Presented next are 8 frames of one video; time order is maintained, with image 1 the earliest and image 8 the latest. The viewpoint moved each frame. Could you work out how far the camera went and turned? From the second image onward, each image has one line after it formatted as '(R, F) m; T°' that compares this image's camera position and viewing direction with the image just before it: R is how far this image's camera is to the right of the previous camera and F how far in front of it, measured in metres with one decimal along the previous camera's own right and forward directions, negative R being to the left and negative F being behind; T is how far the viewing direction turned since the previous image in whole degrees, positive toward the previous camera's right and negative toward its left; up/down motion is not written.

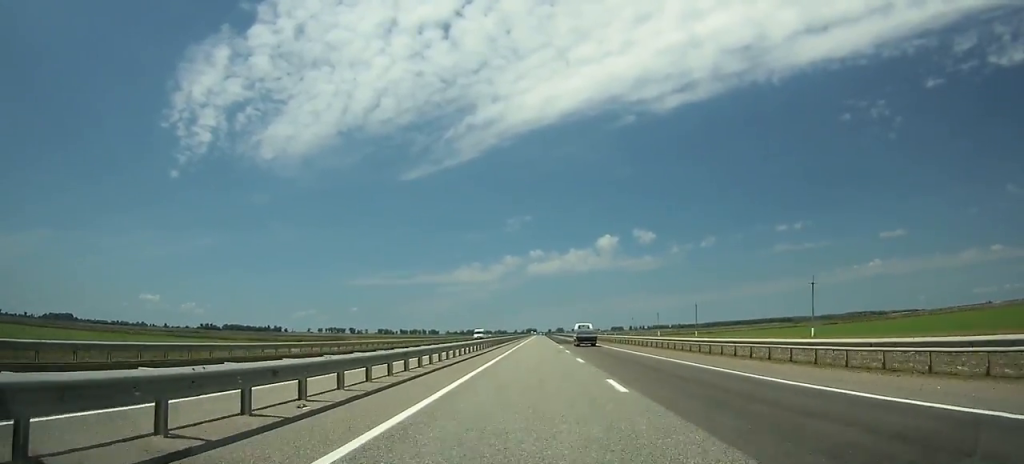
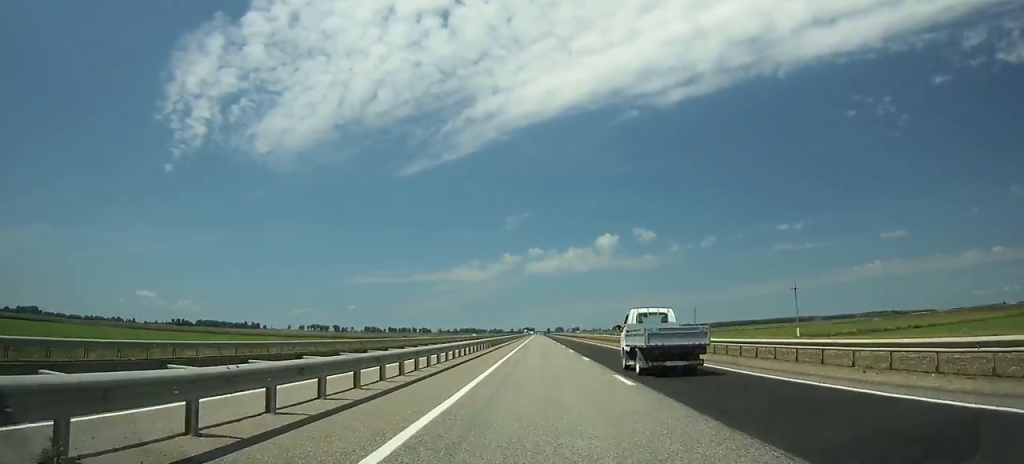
(+0.7, +178.7) m; 0°
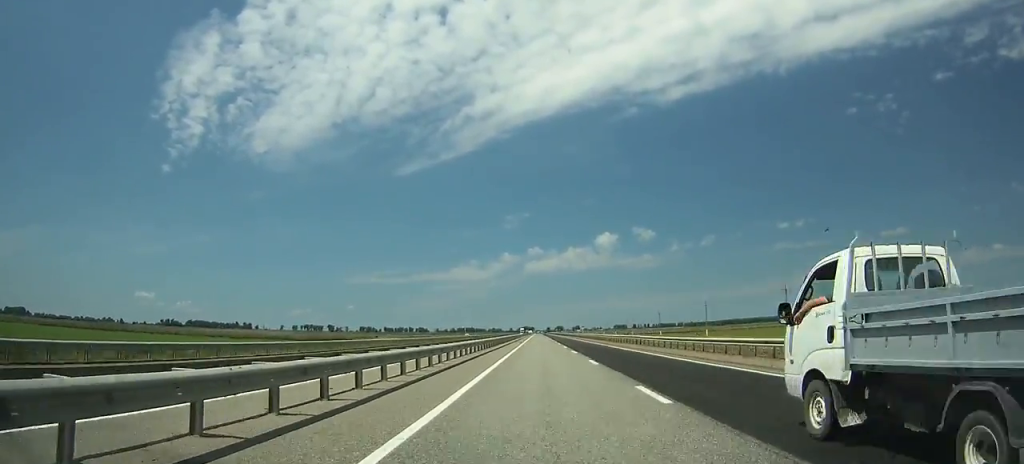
(-0.1, +63.1) m; 0°
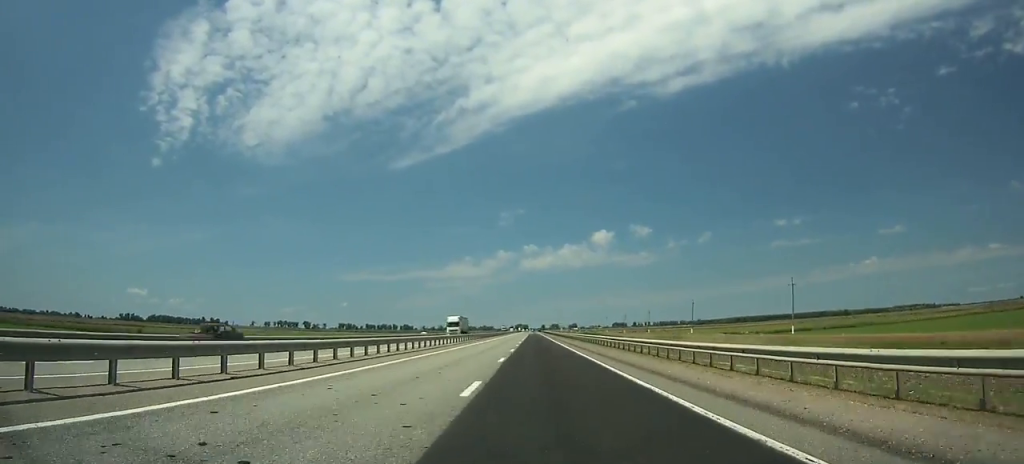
(+2.1, +188.2) m; 0°
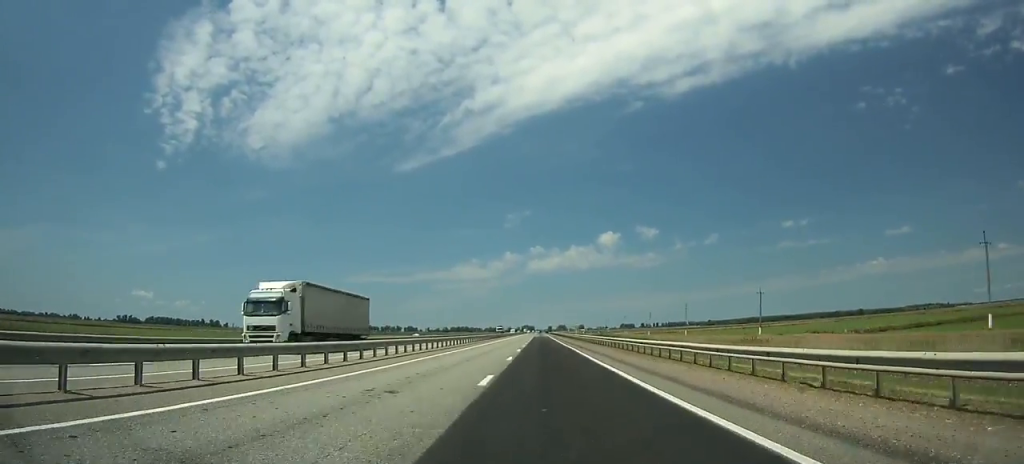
(-0.6, +46.7) m; 0°
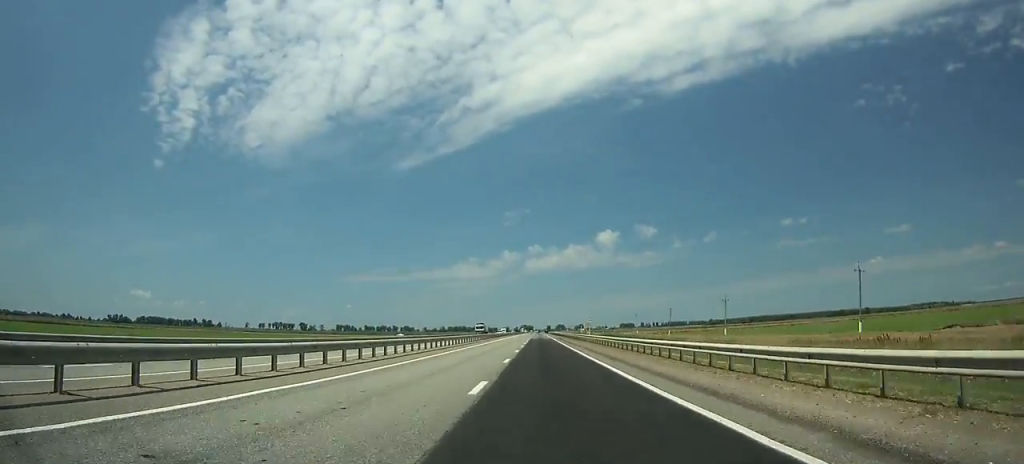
(-0.1, +37.5) m; 0°
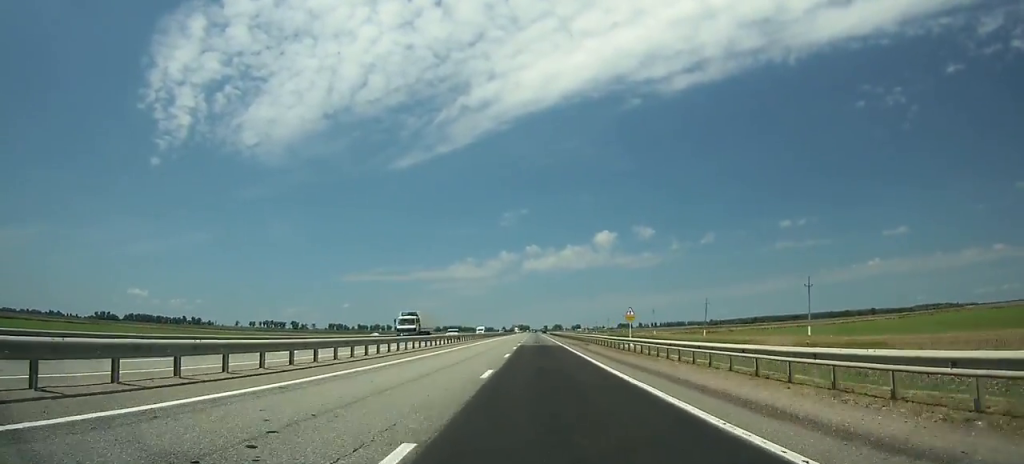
(+0.1, +45.7) m; 0°
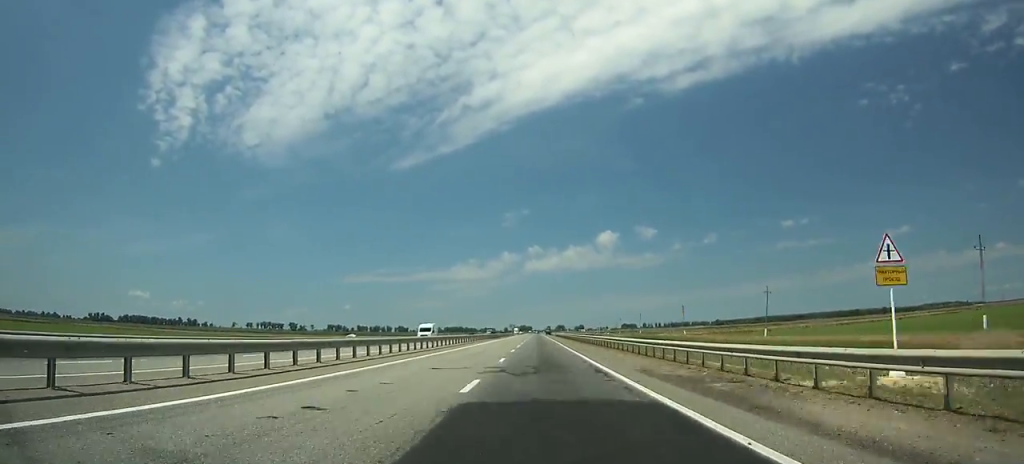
(0.0, +39.6) m; 0°
